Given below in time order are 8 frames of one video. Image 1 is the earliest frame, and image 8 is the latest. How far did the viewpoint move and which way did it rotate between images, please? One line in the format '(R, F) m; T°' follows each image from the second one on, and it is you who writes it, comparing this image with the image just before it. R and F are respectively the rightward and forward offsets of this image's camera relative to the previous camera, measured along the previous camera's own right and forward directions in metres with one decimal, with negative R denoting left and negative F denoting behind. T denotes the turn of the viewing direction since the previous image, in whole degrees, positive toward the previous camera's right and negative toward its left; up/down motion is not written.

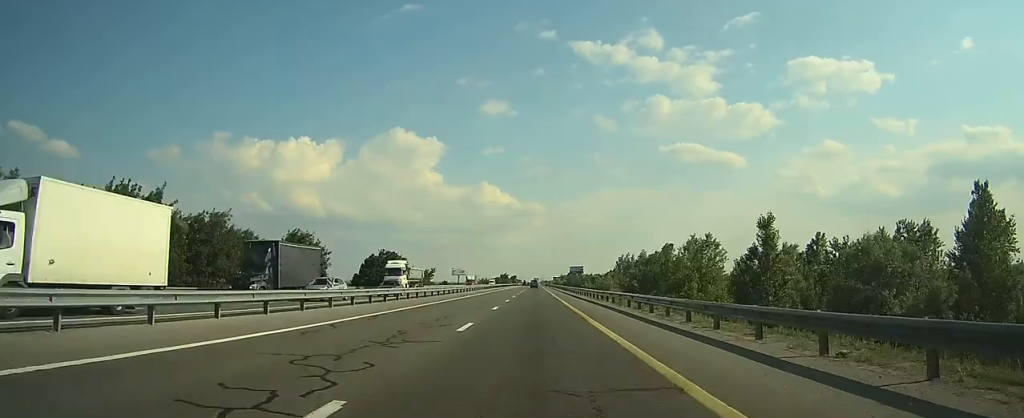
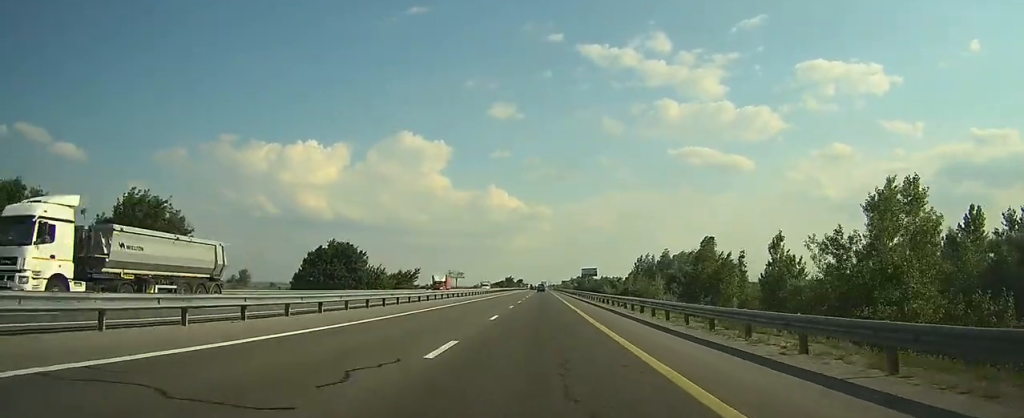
(0.0, +29.6) m; 0°
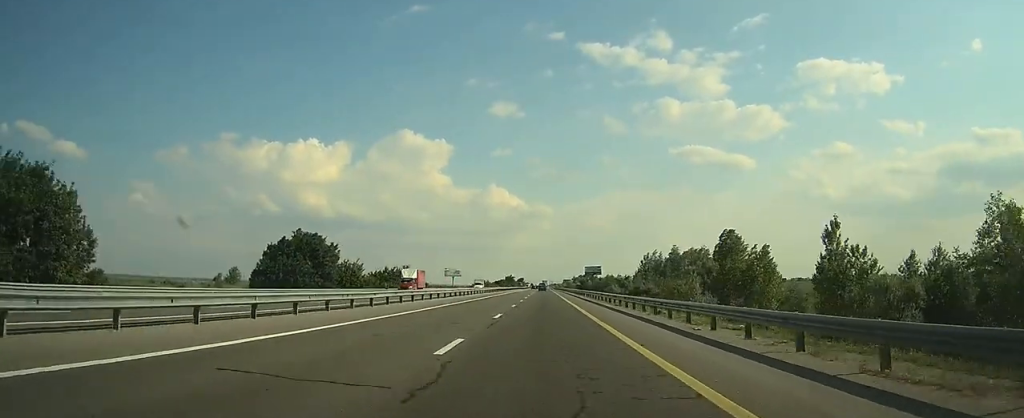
(0.0, +11.9) m; 0°
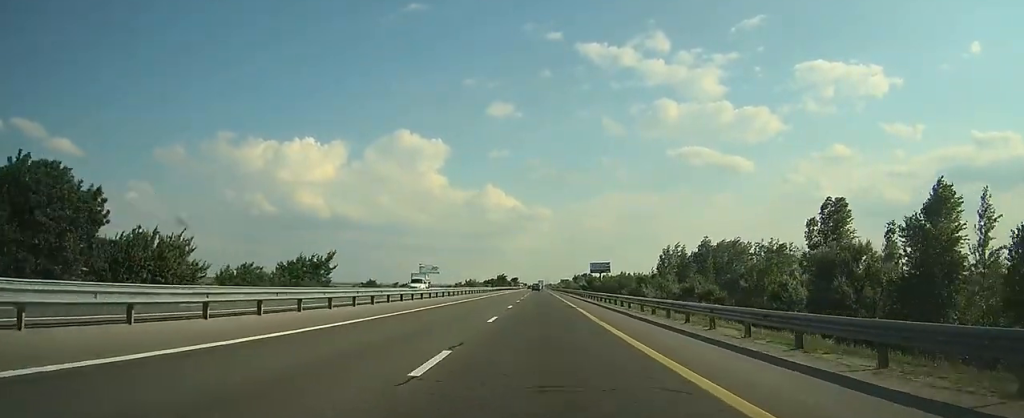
(+0.1, +39.0) m; 0°
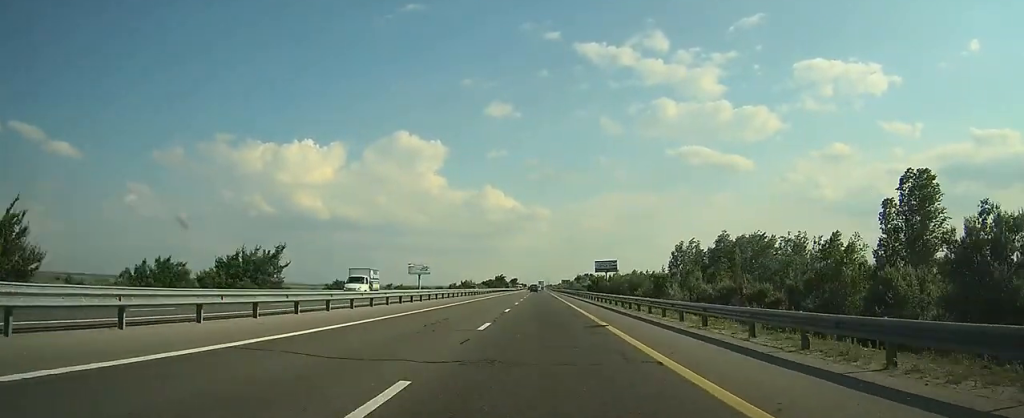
(0.0, +15.3) m; 0°
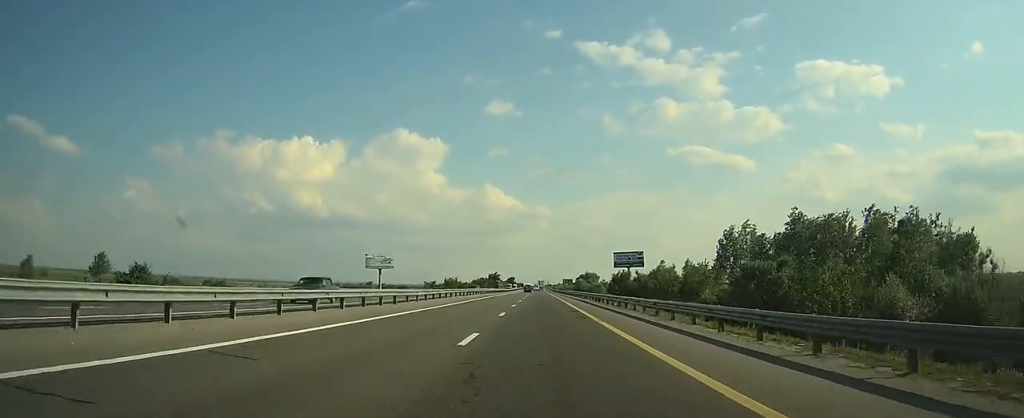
(+0.1, +40.4) m; 0°
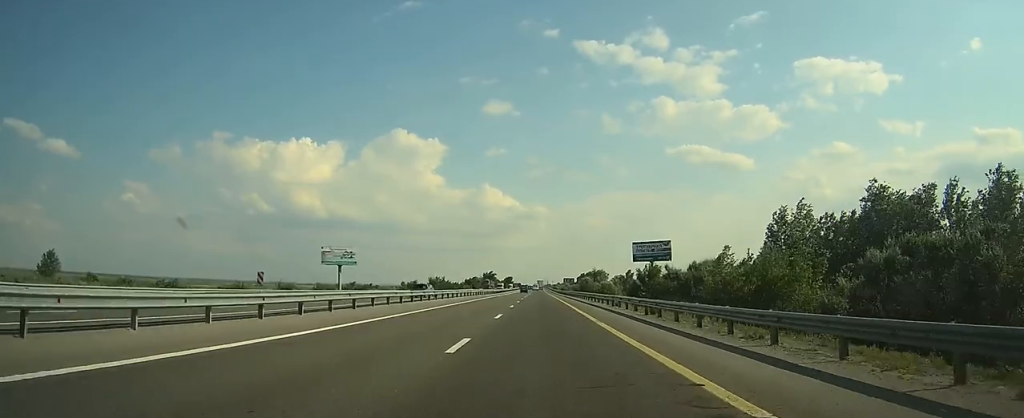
(0.0, +25.1) m; 0°
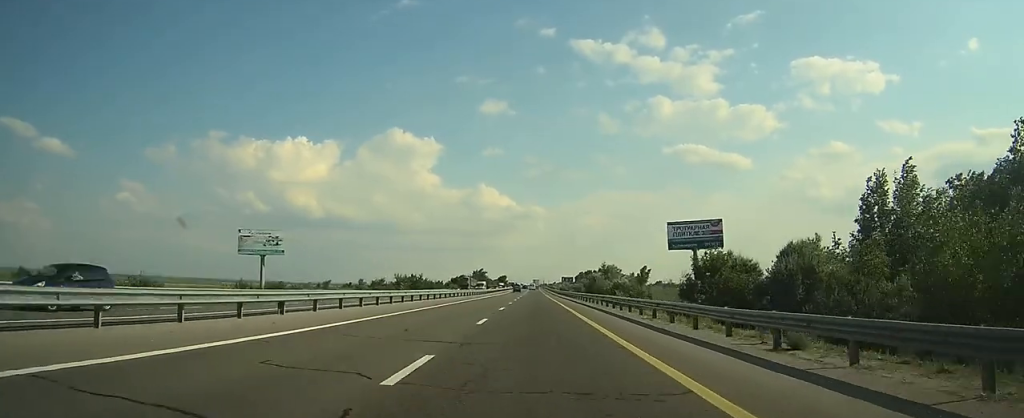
(-0.1, +27.7) m; 0°
